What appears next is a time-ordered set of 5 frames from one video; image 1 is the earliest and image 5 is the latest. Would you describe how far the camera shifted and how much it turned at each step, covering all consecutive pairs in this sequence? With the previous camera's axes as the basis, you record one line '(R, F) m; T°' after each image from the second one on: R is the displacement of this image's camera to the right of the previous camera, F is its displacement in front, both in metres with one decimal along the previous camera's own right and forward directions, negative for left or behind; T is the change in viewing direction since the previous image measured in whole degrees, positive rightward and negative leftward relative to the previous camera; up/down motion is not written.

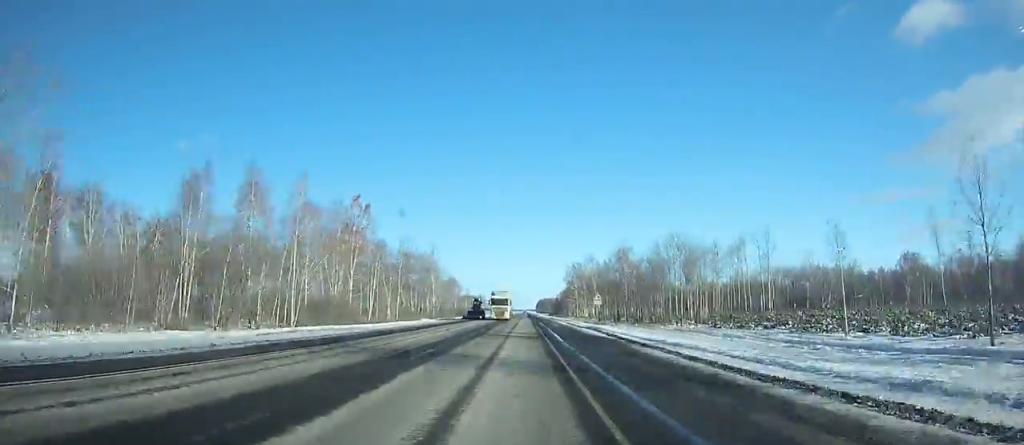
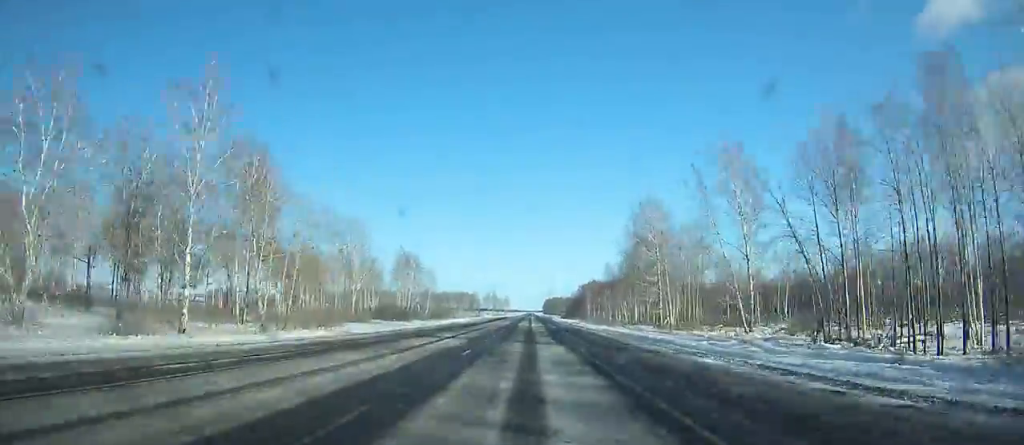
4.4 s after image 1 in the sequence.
(-1.0, +107.0) m; 0°
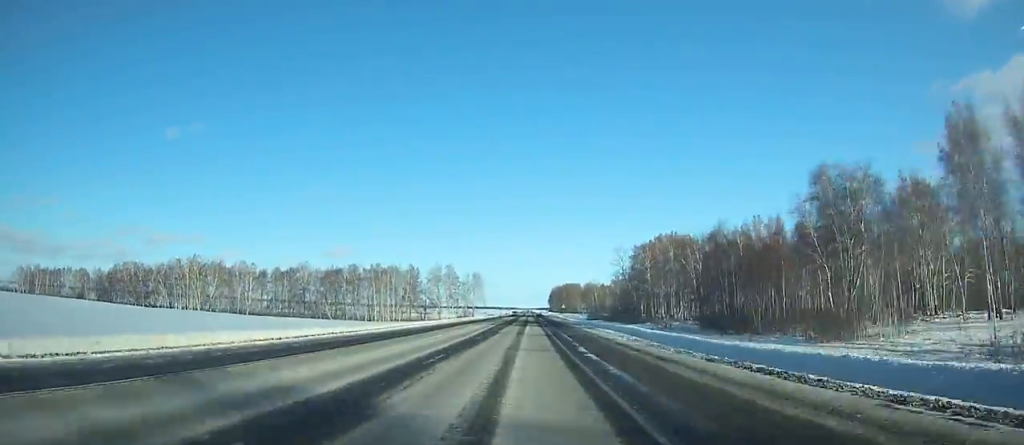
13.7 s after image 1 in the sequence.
(+1.2, +232.4) m; 0°
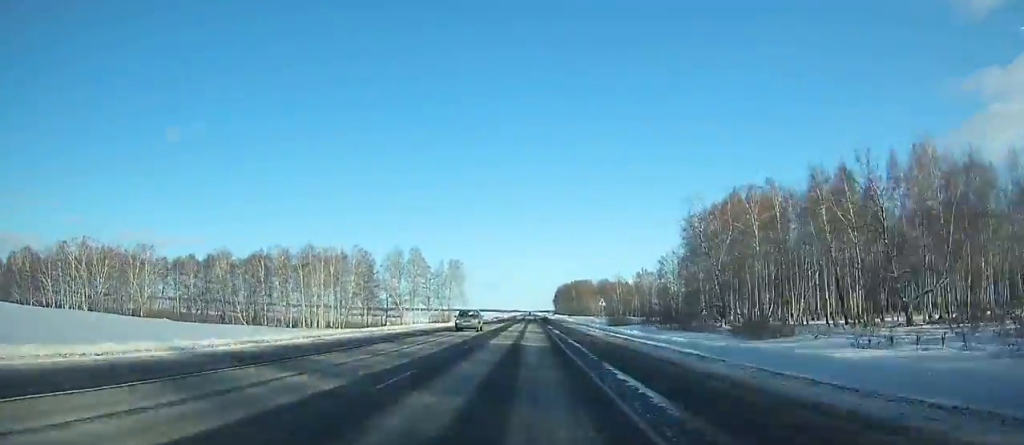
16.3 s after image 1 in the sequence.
(-0.1, +65.4) m; 0°
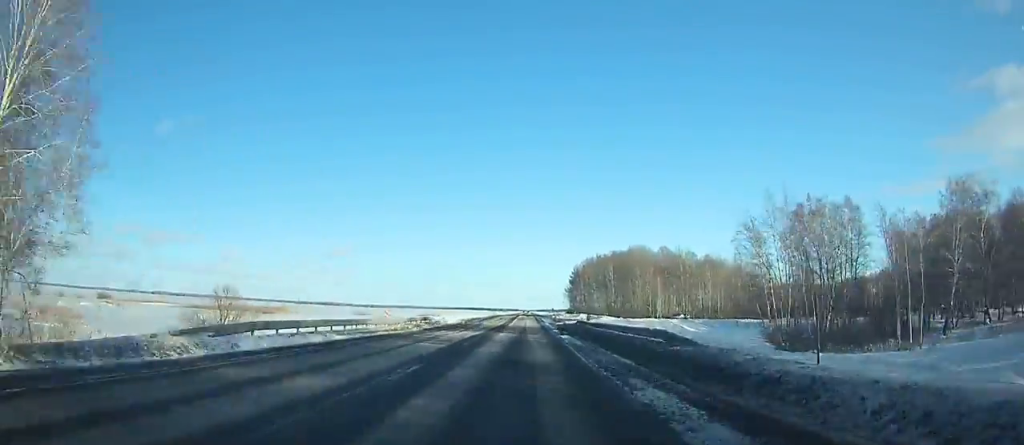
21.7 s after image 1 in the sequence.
(+0.1, +128.8) m; 0°
